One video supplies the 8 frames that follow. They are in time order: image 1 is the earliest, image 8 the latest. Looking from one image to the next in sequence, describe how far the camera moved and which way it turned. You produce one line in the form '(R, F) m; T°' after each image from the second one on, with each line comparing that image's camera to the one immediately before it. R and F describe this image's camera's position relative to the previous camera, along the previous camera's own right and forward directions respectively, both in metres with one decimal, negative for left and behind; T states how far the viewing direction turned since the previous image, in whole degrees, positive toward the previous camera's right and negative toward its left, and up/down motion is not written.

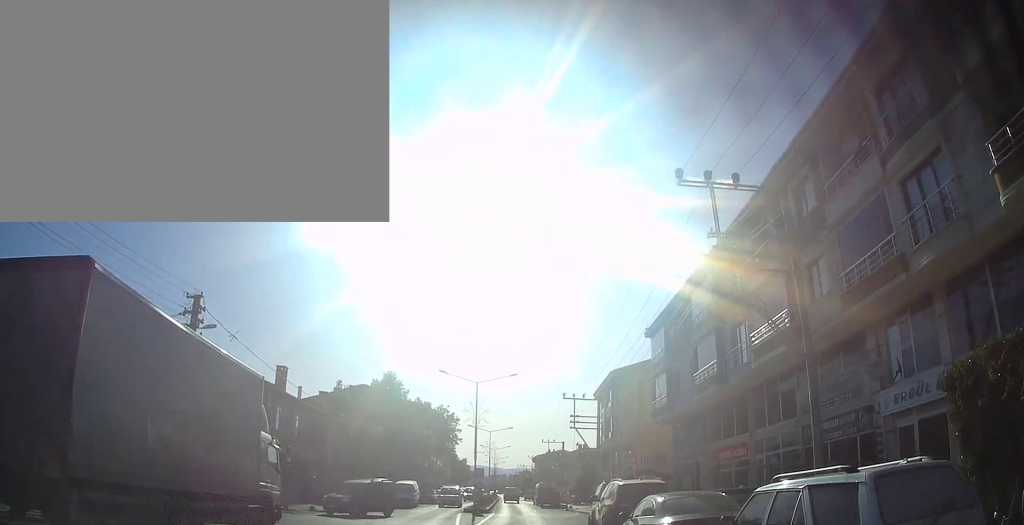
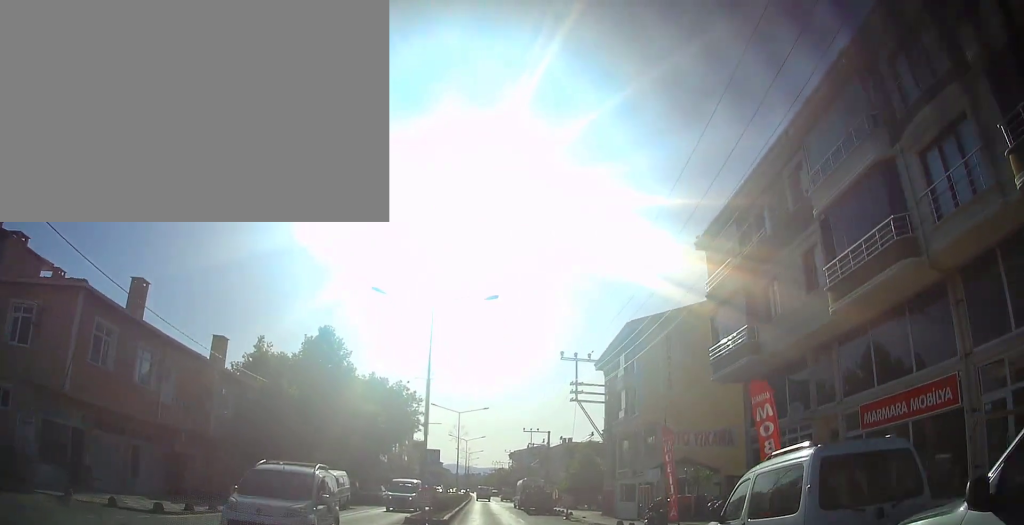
(-0.1, +14.8) m; -1°
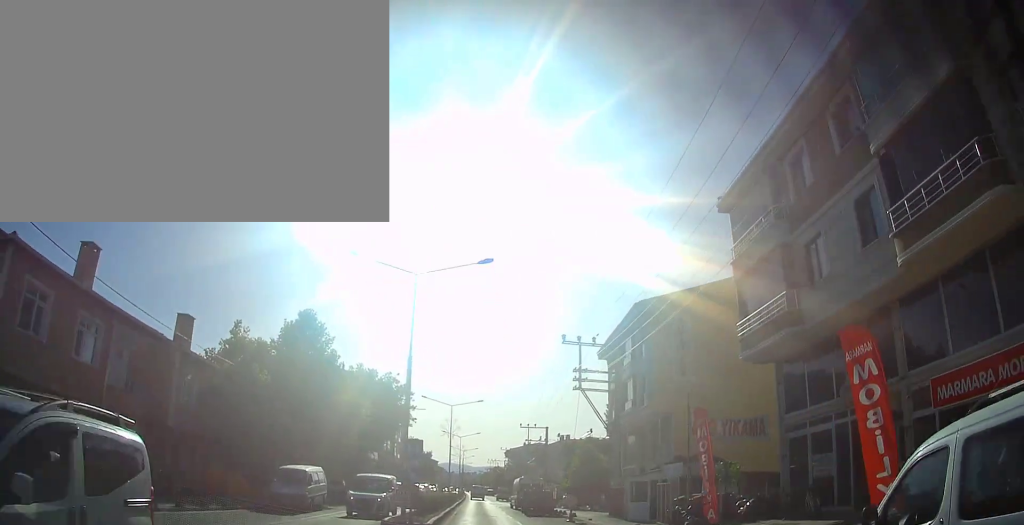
(+0.1, +3.6) m; 0°
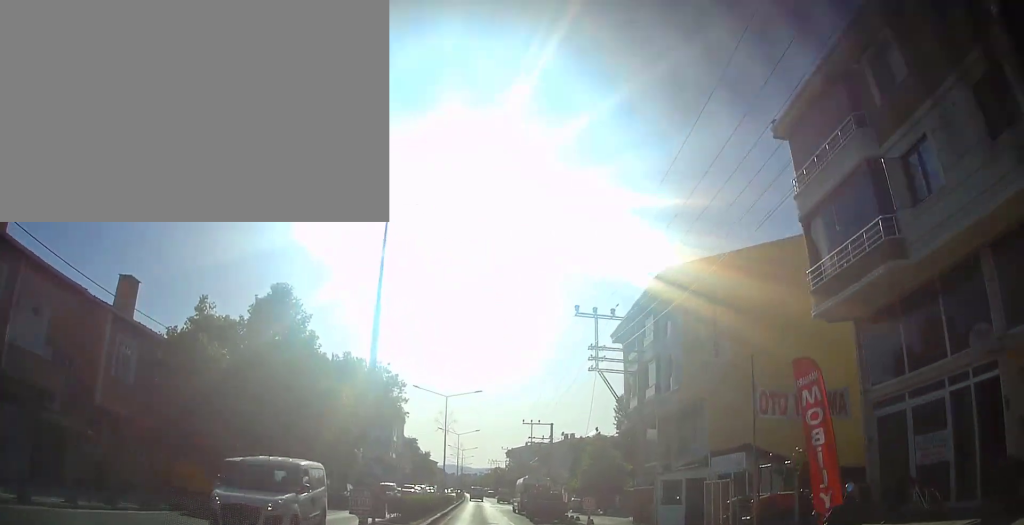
(0.0, +5.4) m; 0°
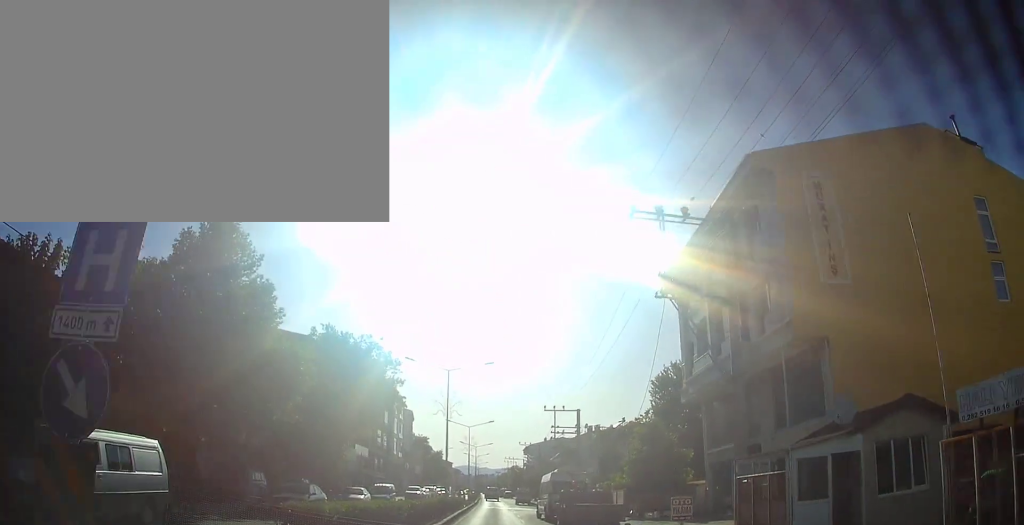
(-0.1, +9.8) m; -1°
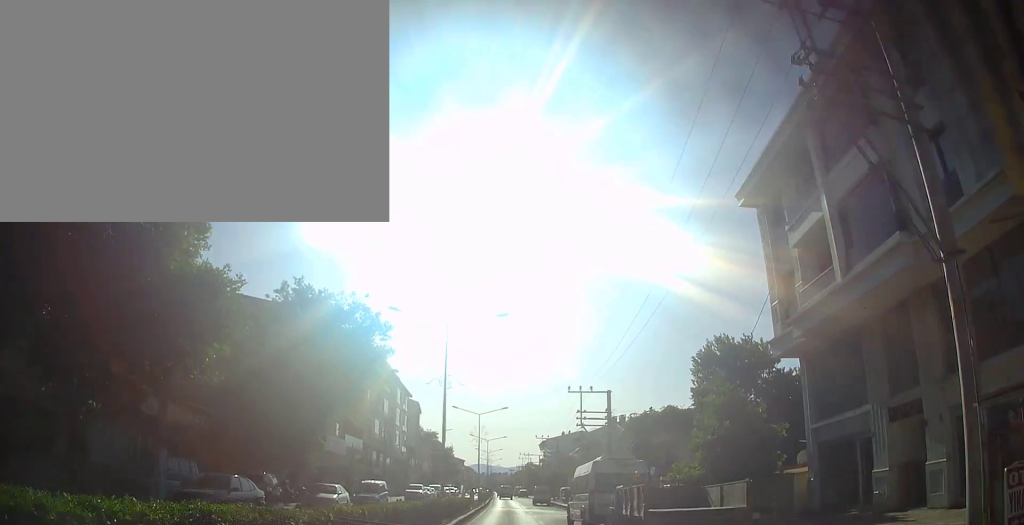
(0.0, +9.7) m; 0°
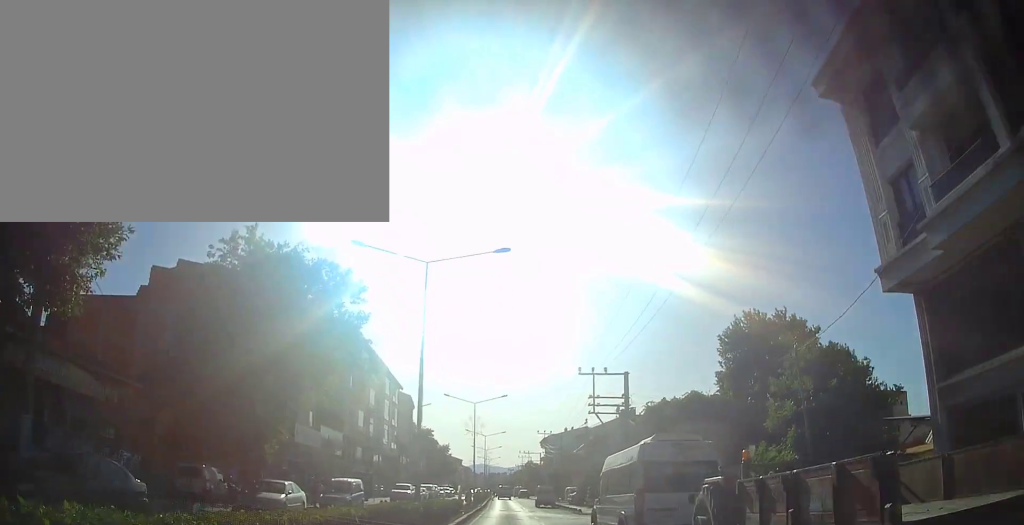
(0.0, +7.0) m; 0°
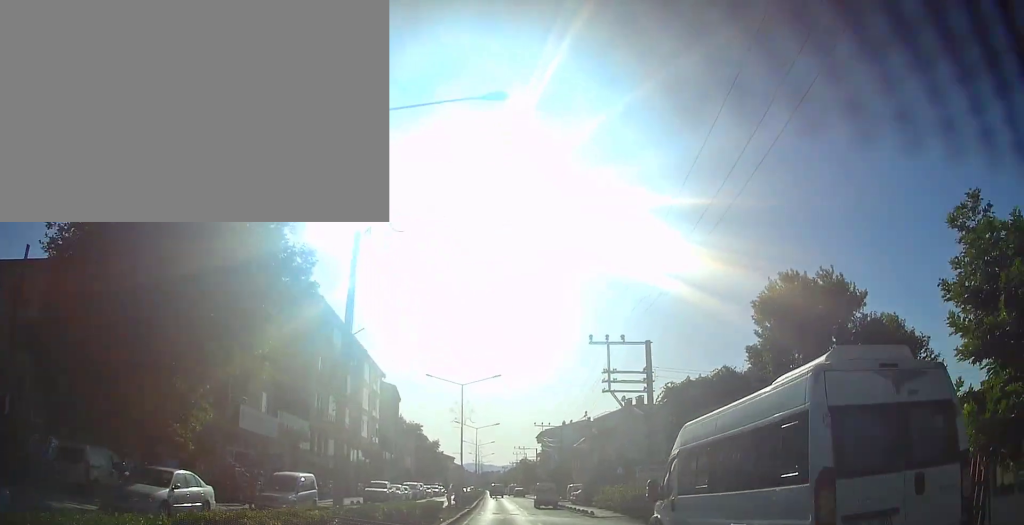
(0.0, +7.8) m; 0°
